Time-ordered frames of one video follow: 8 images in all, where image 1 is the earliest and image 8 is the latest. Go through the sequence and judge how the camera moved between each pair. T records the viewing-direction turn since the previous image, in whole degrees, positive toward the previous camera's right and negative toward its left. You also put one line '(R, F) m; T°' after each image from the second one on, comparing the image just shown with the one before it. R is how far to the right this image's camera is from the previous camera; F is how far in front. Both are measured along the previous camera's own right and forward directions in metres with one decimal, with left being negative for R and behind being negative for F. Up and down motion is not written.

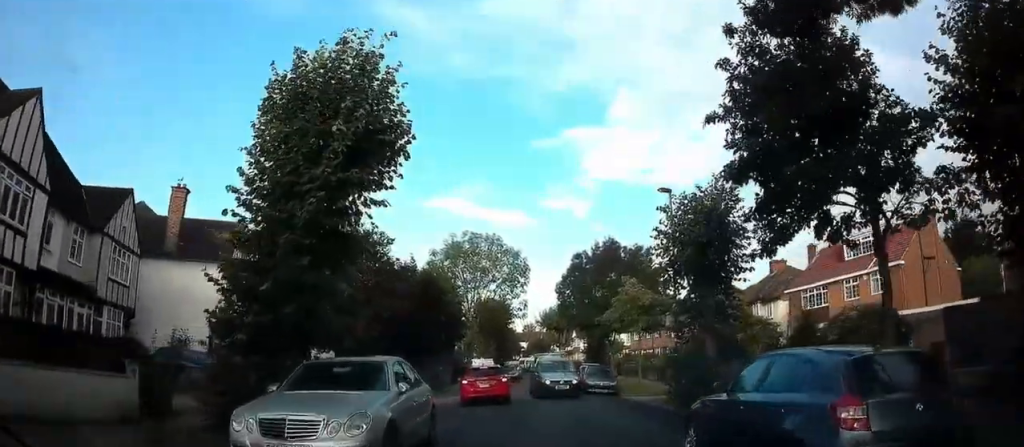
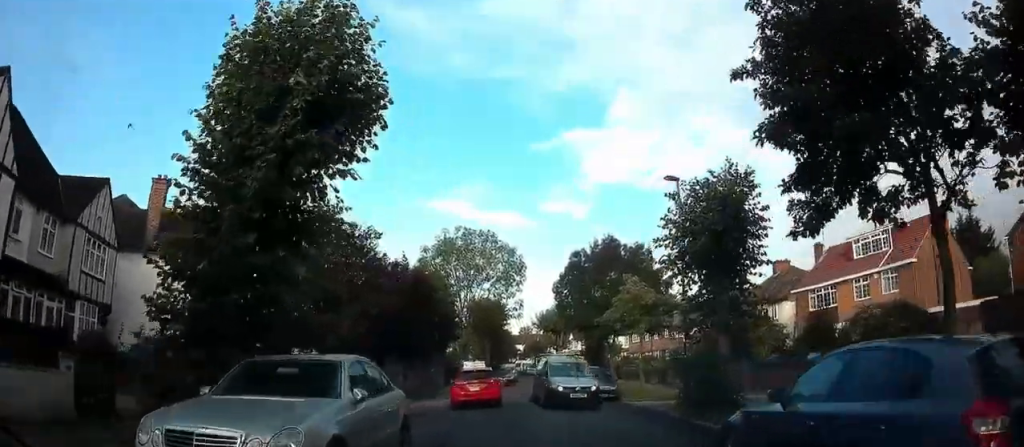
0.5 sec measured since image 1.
(+0.1, +1.8) m; +3°
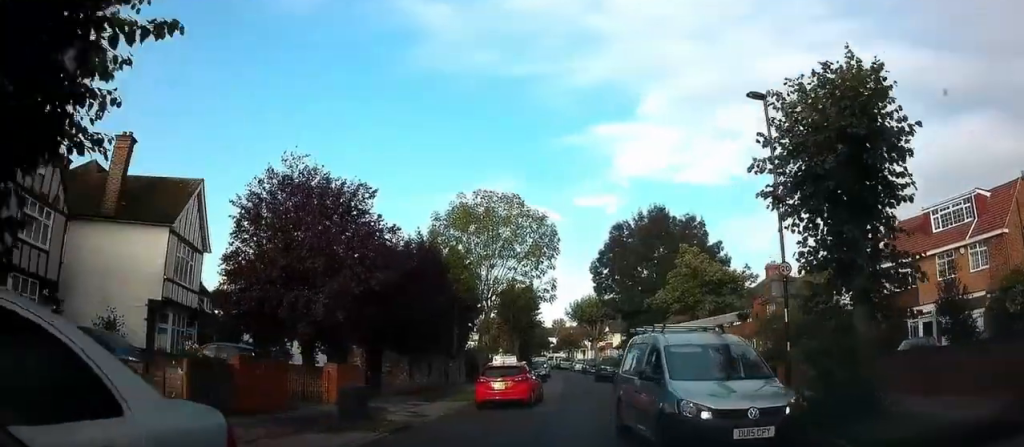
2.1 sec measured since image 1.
(-0.4, +5.5) m; -11°
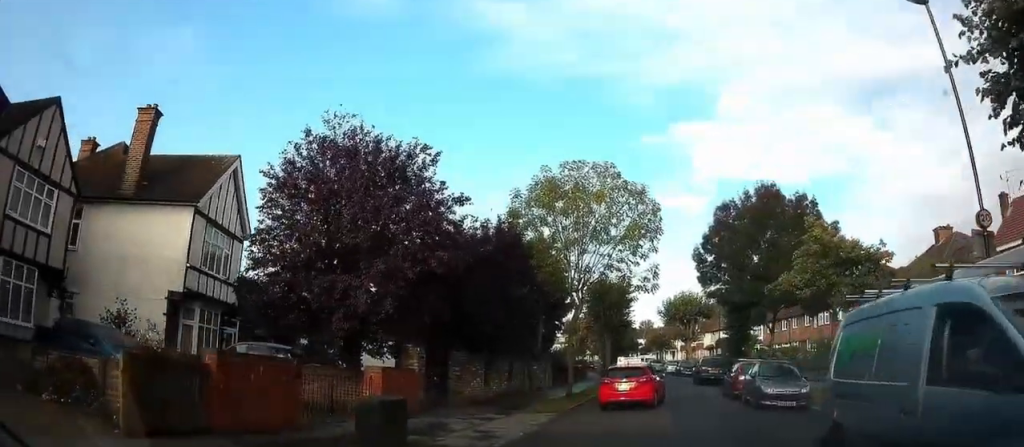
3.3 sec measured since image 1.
(-0.2, +4.0) m; -9°
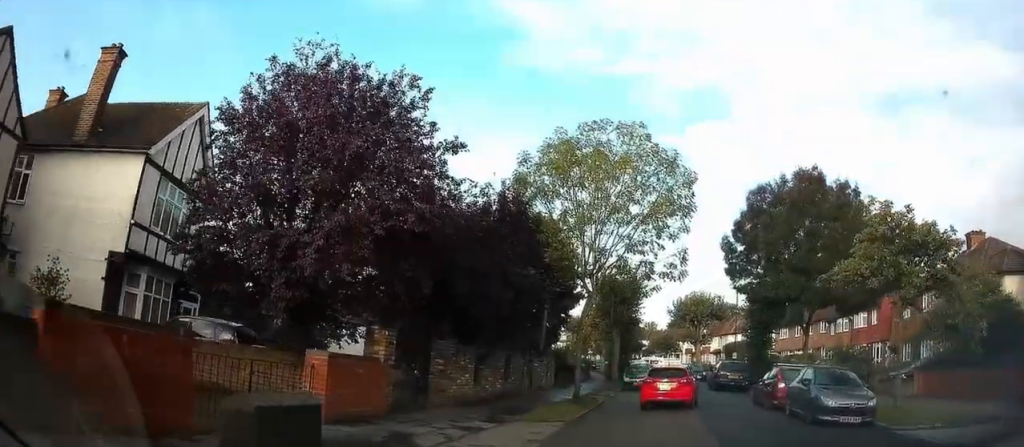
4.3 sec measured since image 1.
(-0.4, +3.3) m; 0°
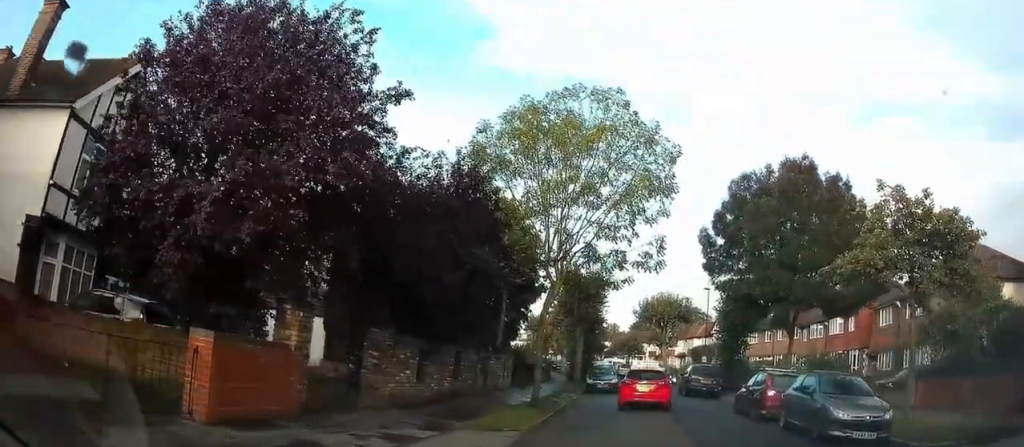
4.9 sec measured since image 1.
(+0.2, +2.1) m; +4°
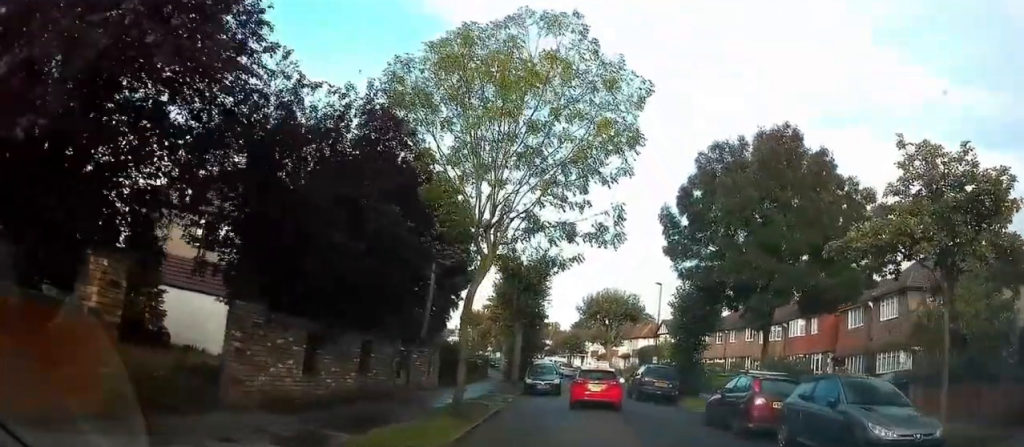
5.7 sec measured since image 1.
(+0.2, +3.1) m; +7°
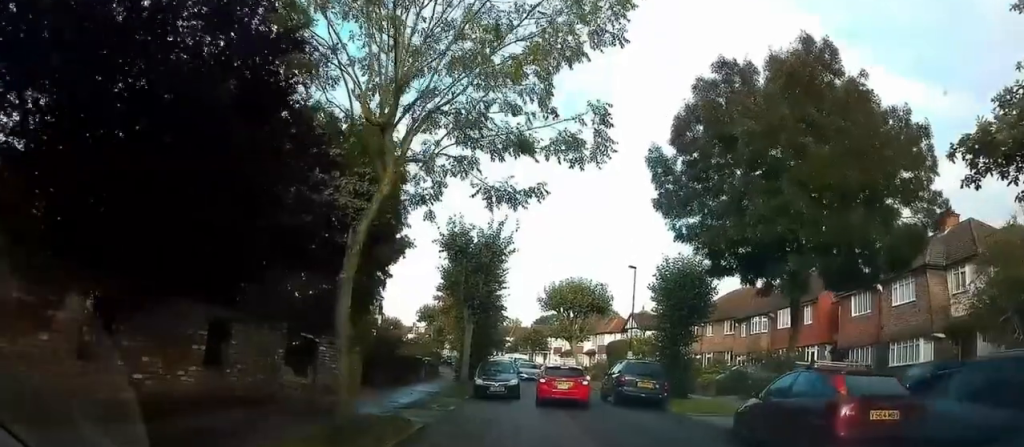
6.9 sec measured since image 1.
(+0.5, +5.0) m; +7°
